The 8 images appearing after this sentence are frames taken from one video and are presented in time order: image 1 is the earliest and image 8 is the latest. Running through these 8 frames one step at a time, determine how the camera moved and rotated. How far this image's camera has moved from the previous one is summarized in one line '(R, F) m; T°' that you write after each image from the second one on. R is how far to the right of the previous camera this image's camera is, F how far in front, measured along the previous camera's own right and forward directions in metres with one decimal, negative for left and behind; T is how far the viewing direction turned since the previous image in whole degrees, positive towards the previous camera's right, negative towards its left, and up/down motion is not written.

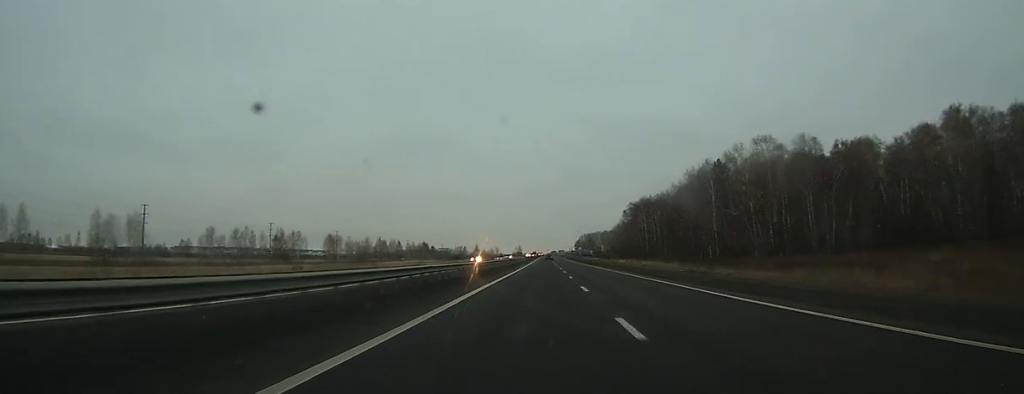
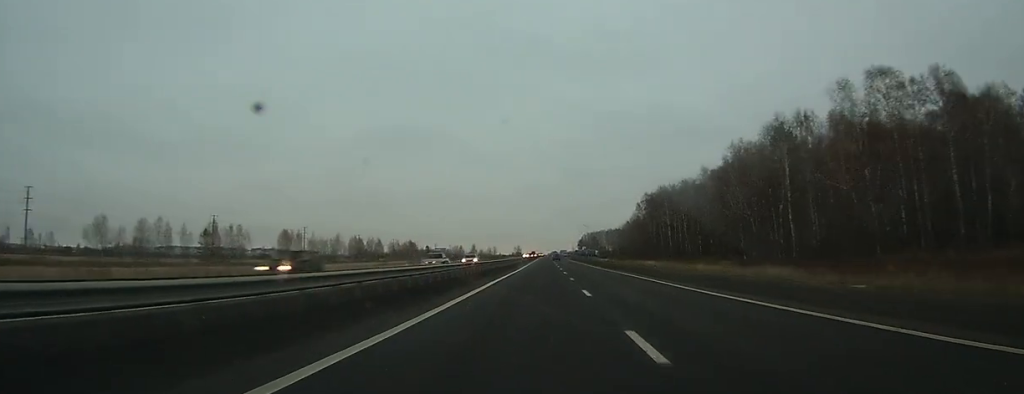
(+0.1, +39.4) m; 0°
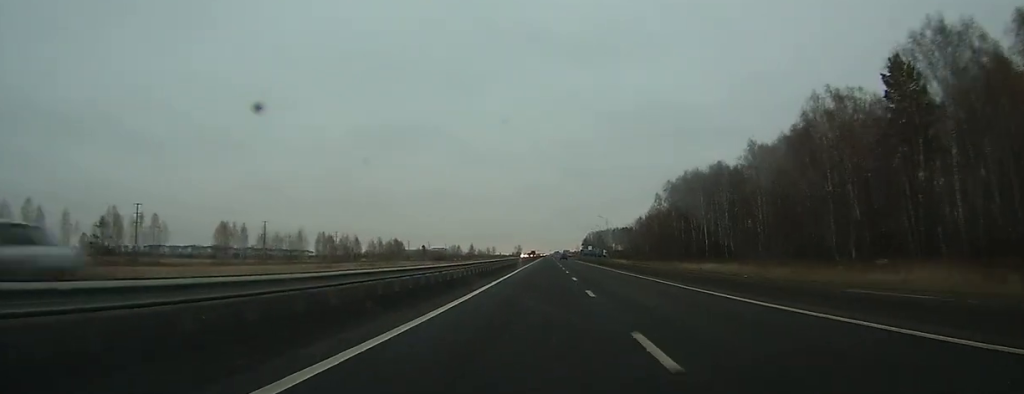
(0.0, +37.1) m; 0°
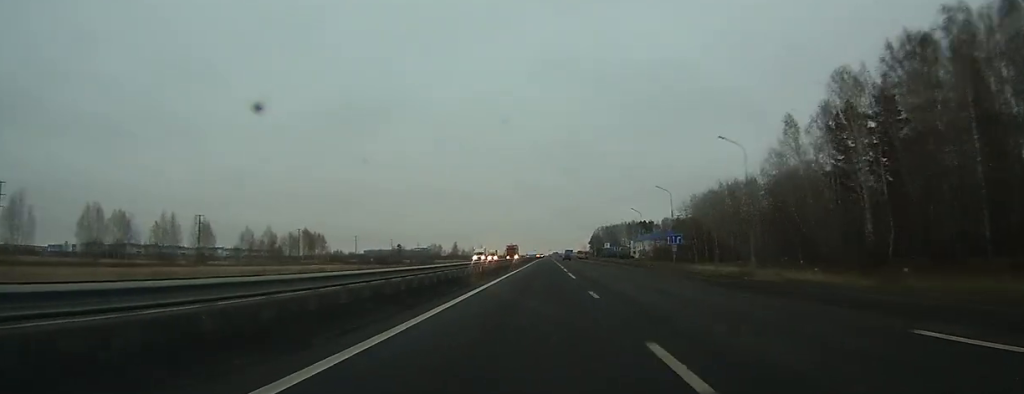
(-0.2, +110.6) m; 0°
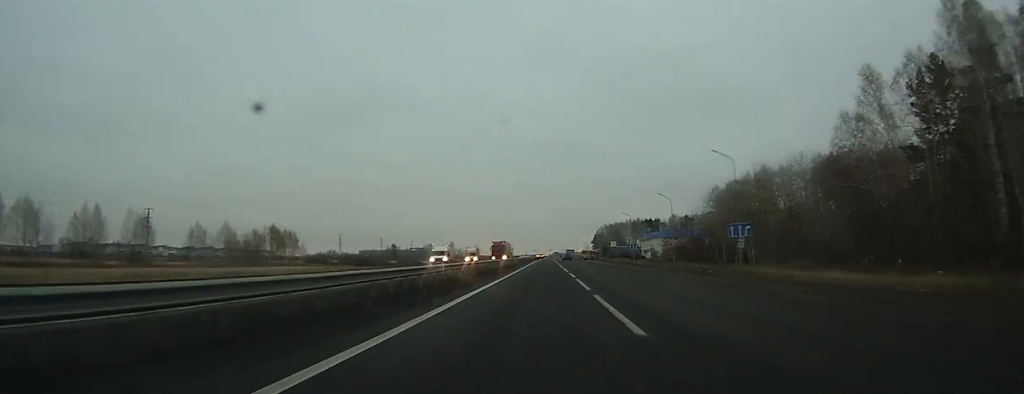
(-0.1, +23.5) m; 0°
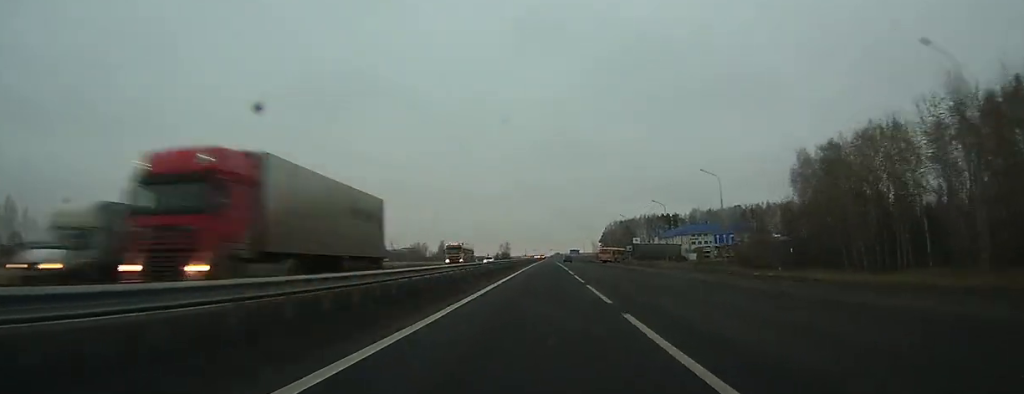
(-0.1, +54.5) m; 0°
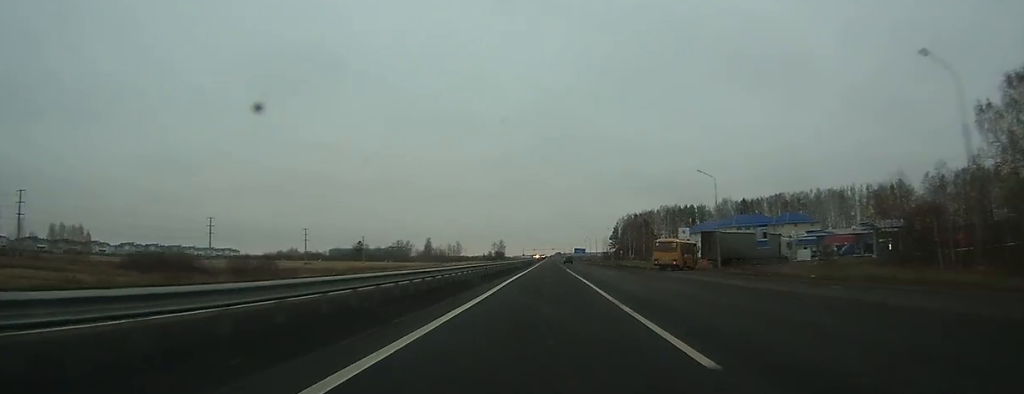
(+0.1, +57.6) m; 0°
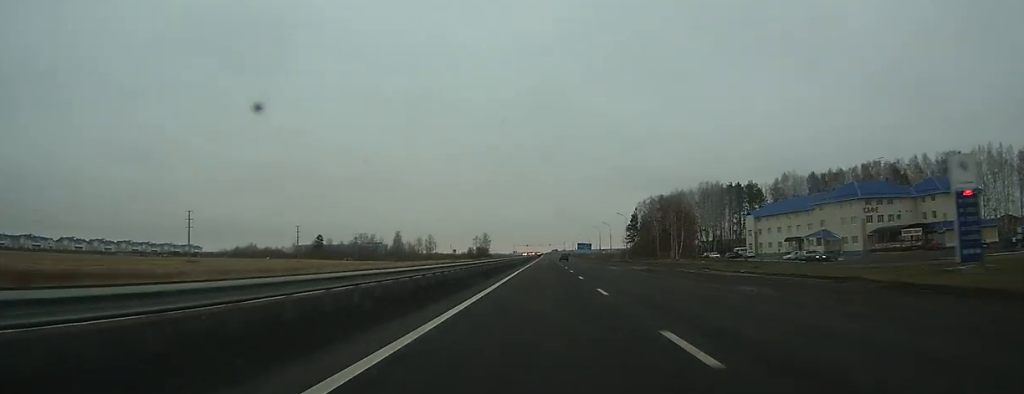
(0.0, +77.7) m; 0°
